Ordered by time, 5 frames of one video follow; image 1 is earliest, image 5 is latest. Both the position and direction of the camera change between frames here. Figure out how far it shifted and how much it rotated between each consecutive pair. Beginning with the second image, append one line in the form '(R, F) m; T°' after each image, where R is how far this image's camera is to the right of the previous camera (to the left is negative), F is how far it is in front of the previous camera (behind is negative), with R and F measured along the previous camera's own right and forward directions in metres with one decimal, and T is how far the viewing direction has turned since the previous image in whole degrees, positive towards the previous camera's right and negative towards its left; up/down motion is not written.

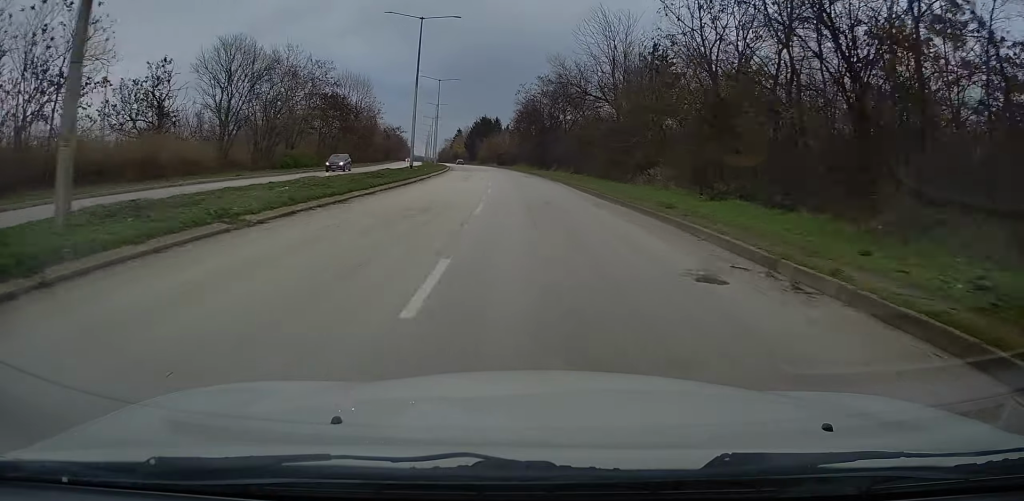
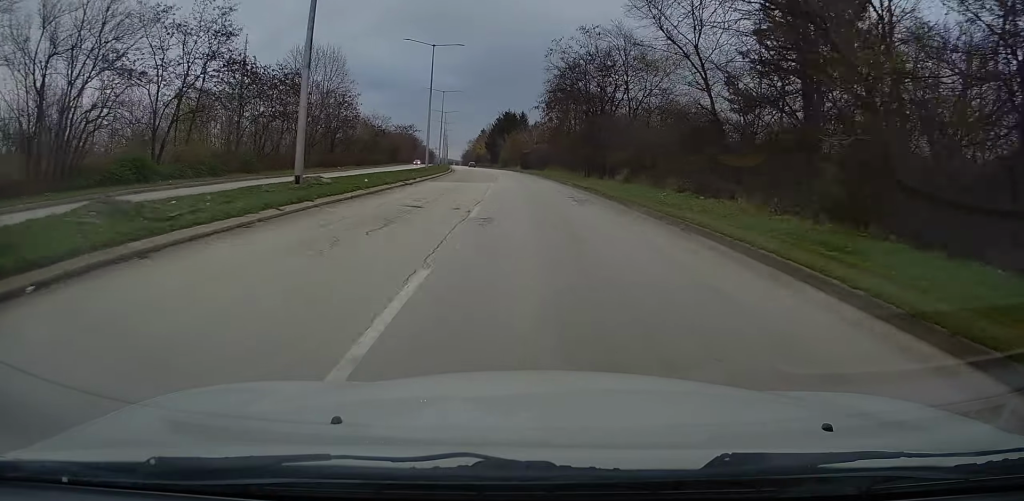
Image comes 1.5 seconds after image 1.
(-1.0, +30.2) m; -3°
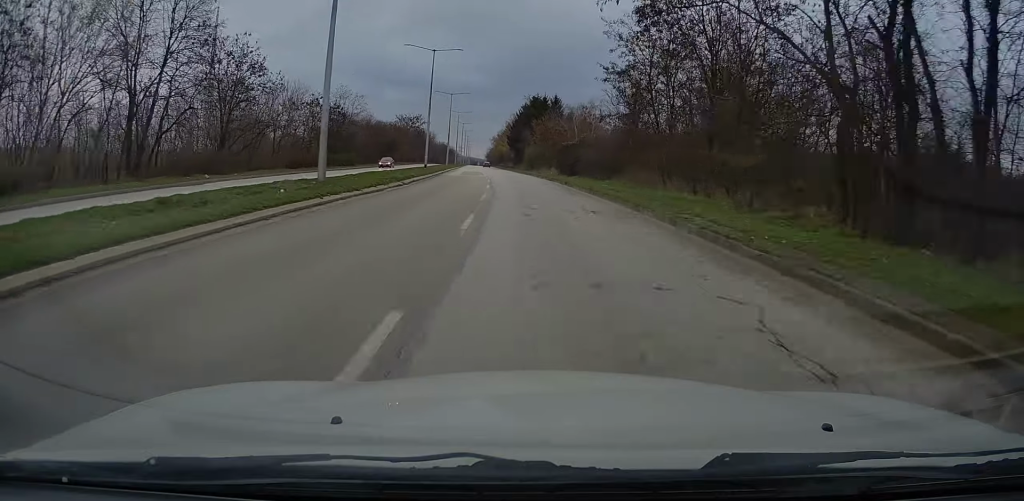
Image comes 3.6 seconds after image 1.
(-0.8, +39.4) m; -2°
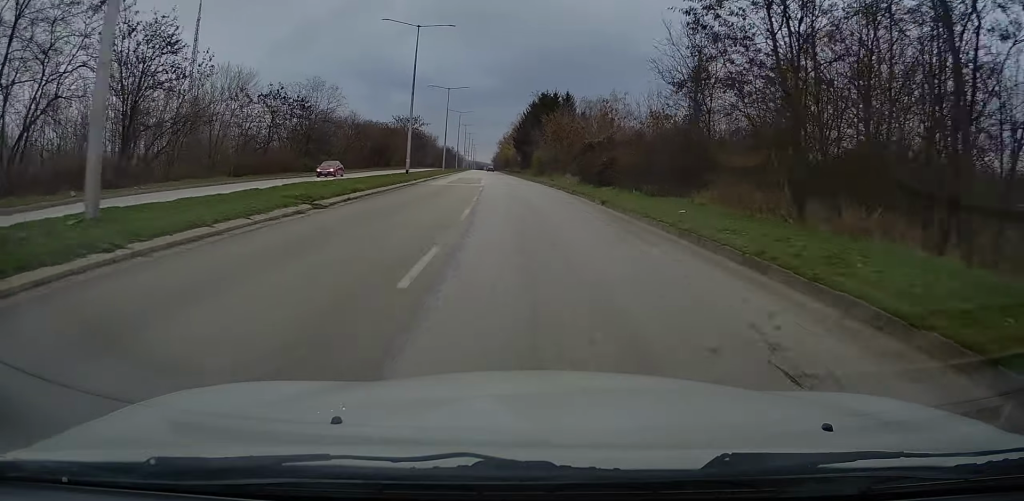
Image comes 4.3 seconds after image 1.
(0.0, +14.2) m; -1°
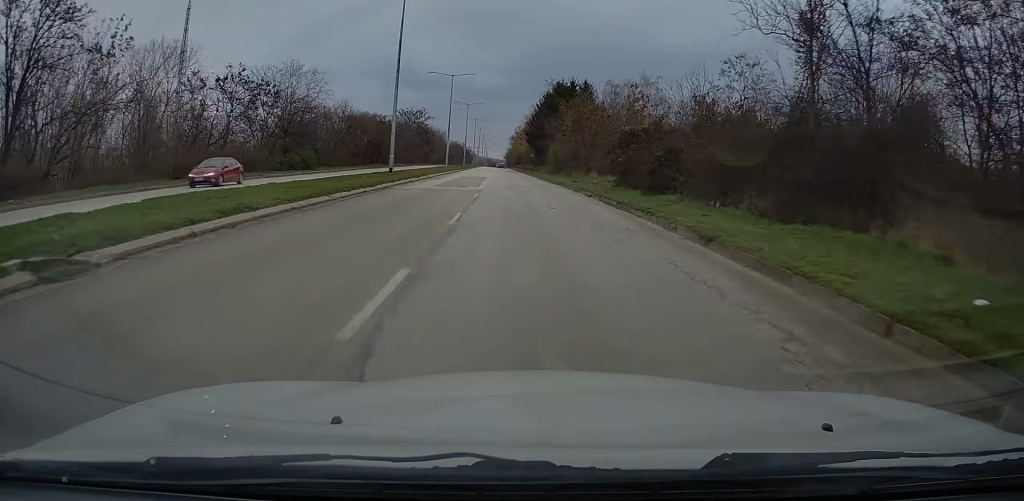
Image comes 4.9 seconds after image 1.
(-0.2, +11.0) m; -1°
